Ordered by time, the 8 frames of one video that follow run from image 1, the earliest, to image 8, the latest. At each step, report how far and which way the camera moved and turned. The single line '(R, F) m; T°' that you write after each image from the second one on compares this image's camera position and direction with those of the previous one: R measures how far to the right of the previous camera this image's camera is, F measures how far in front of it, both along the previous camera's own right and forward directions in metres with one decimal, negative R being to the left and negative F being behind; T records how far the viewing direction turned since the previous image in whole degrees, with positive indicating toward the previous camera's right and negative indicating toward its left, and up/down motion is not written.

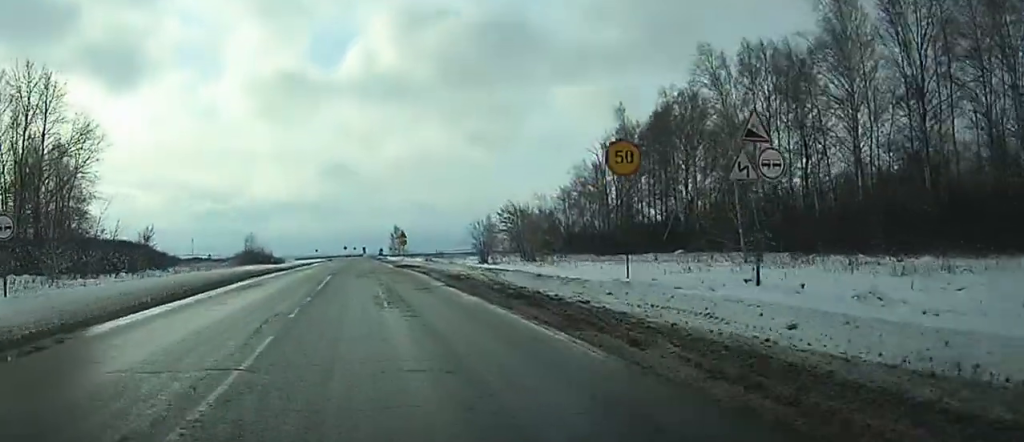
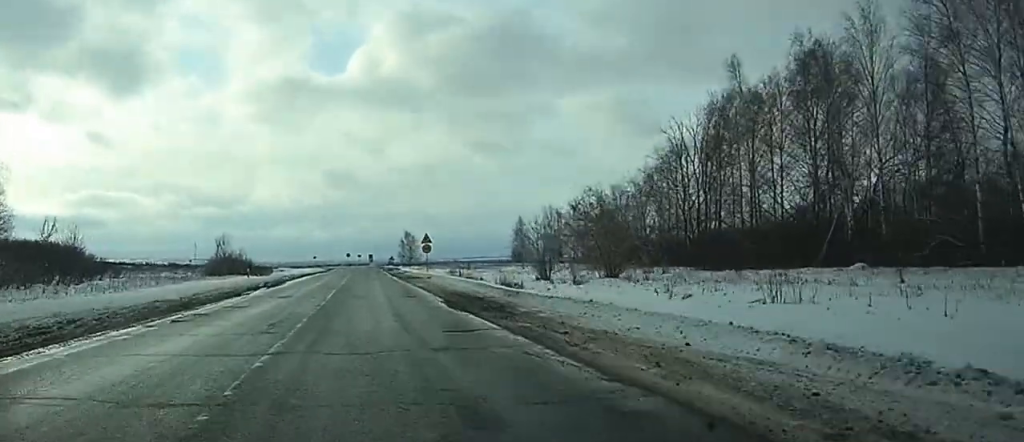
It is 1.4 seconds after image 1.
(-0.4, +35.1) m; -1°
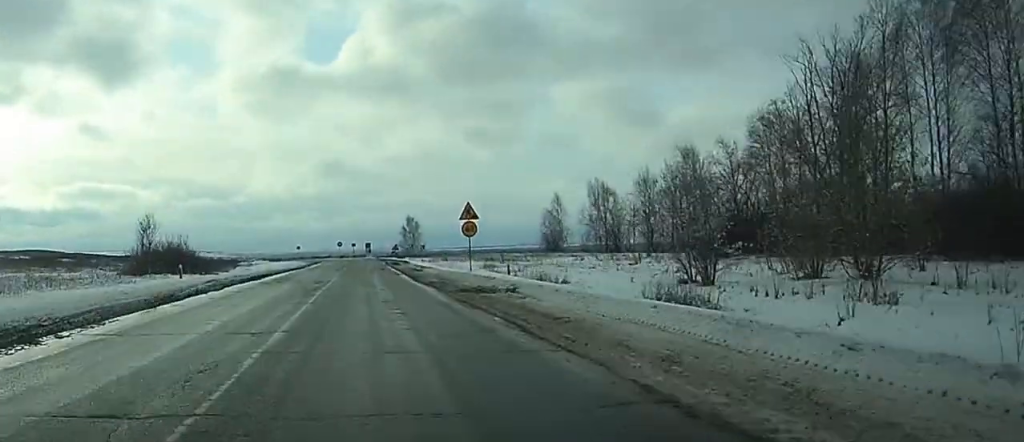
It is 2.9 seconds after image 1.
(0.0, +37.0) m; 0°
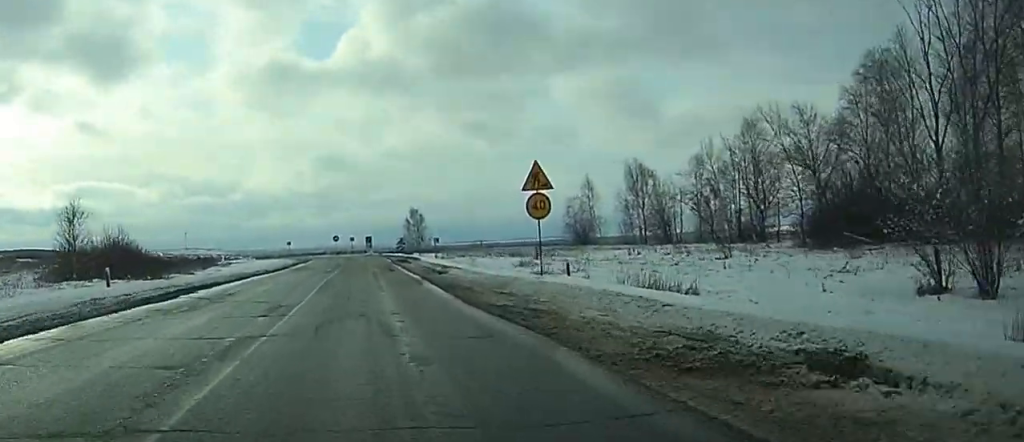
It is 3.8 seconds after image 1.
(-0.1, +19.2) m; 0°
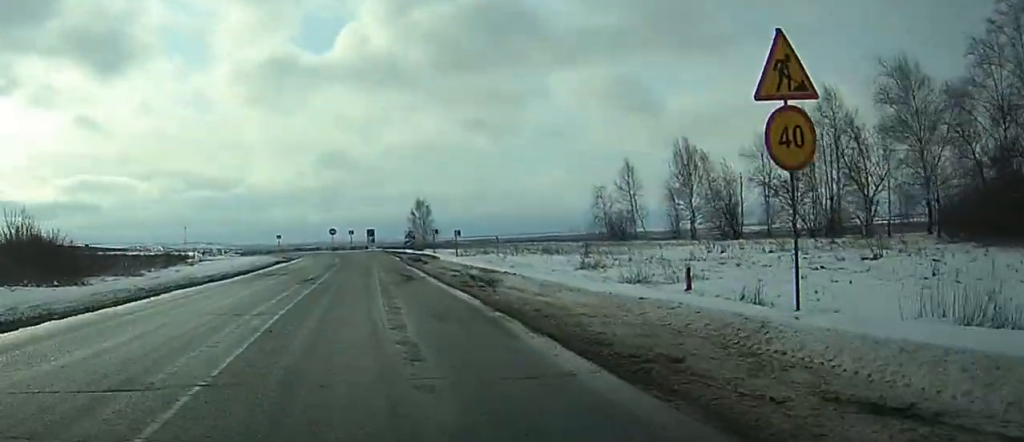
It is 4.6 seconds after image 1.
(0.0, +17.6) m; 0°
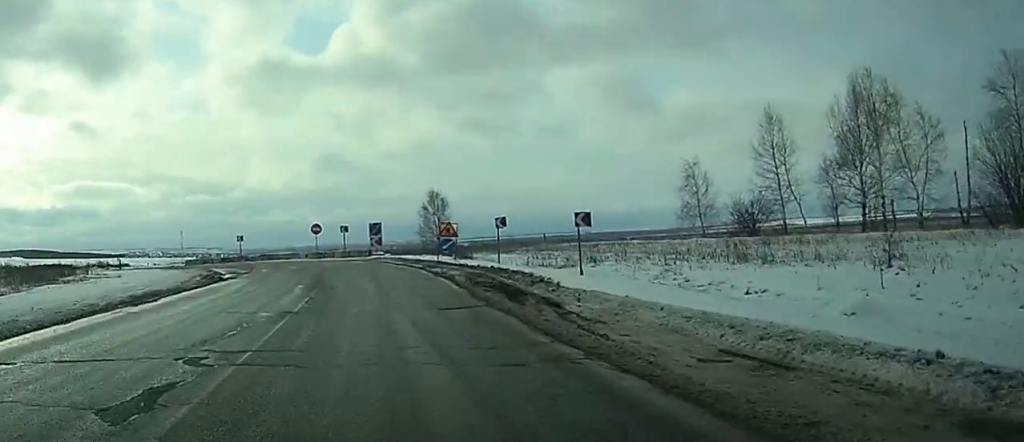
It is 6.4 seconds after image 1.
(0.0, +36.6) m; -1°
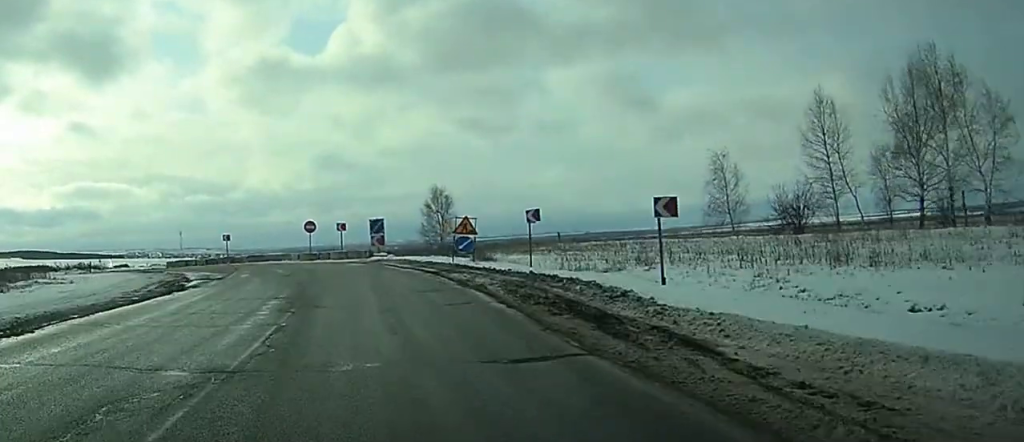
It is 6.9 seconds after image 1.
(-0.1, +7.5) m; -1°
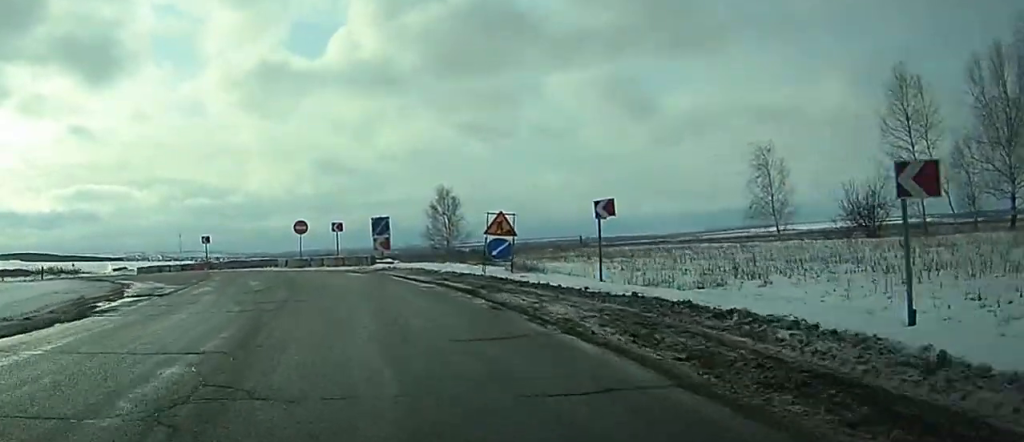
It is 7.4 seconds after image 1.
(-0.1, +9.1) m; 0°
